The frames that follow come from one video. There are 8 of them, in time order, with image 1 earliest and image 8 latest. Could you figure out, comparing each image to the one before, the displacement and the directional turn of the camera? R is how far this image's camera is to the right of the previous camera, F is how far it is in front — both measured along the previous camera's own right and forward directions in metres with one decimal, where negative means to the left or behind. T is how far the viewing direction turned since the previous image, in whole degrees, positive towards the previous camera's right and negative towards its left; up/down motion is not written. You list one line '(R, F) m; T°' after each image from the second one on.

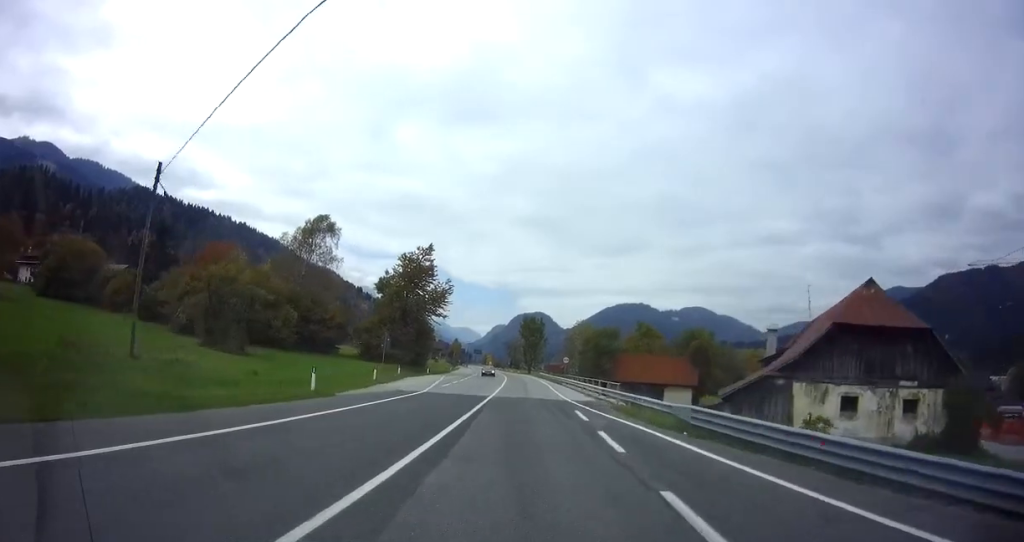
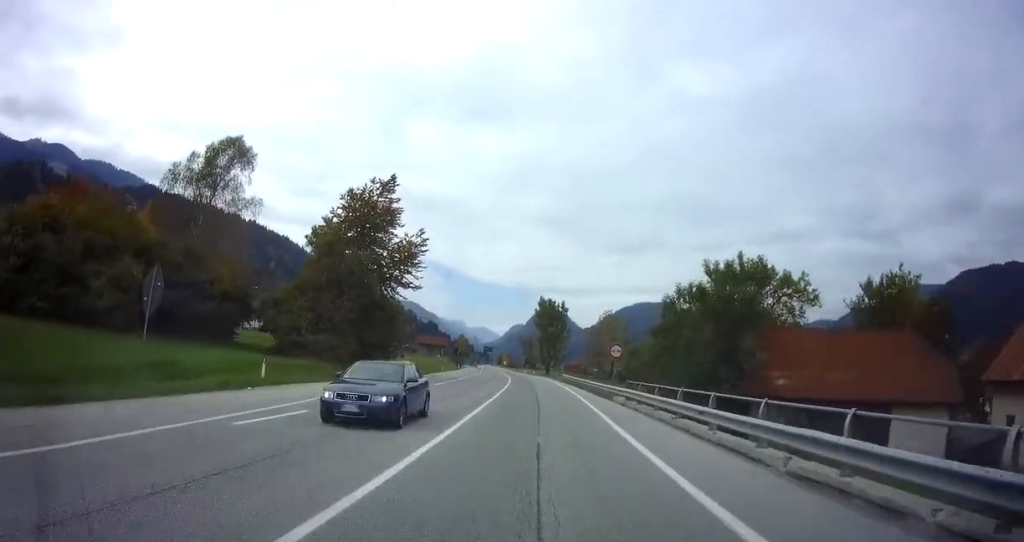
(-0.1, +27.2) m; 0°
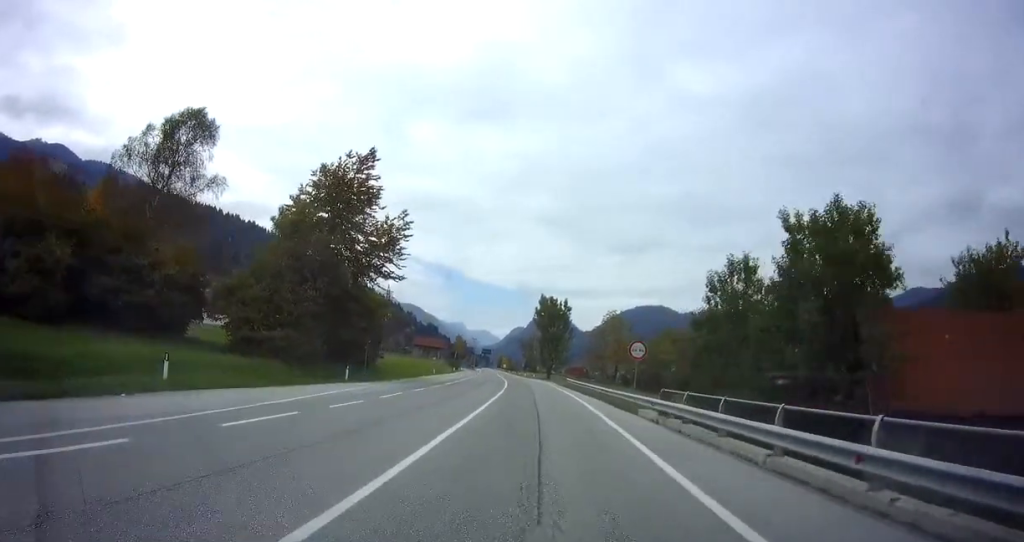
(0.0, +6.7) m; 0°
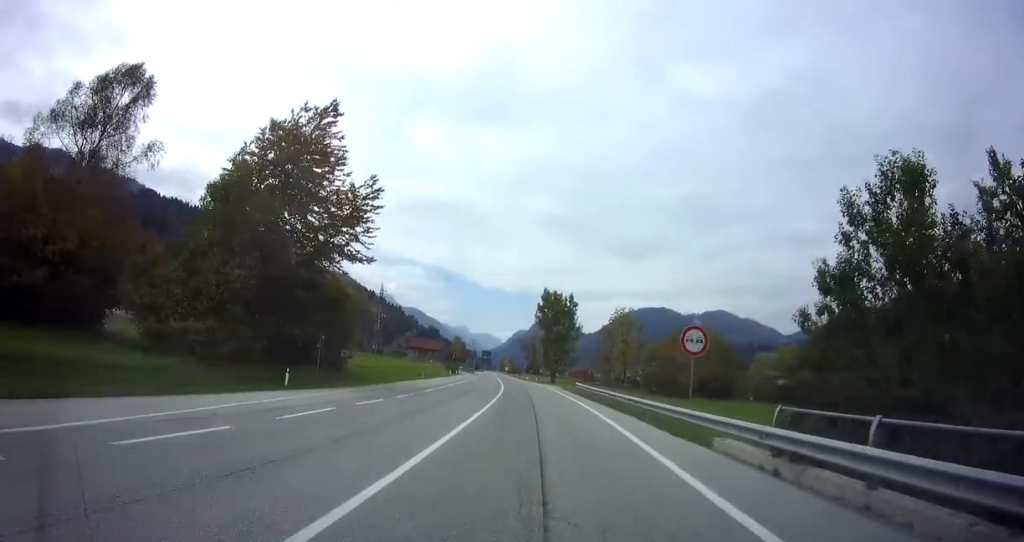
(0.0, +9.3) m; -1°
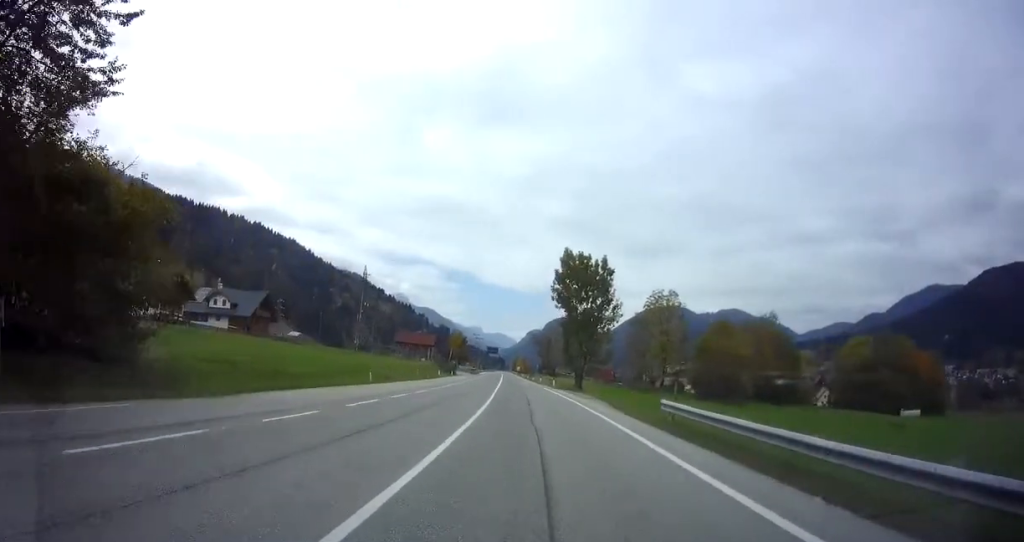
(-0.5, +24.9) m; -2°
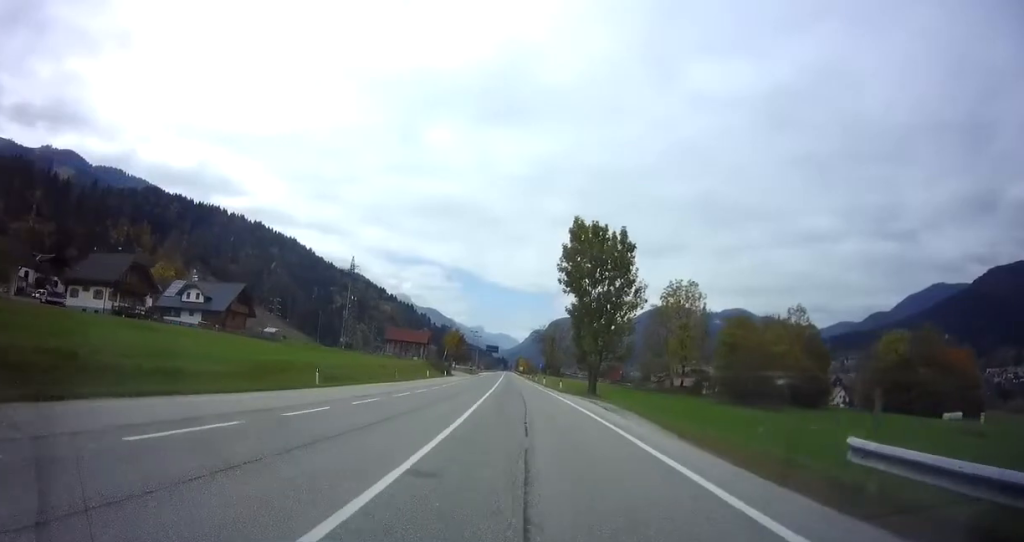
(0.0, +10.4) m; 0°
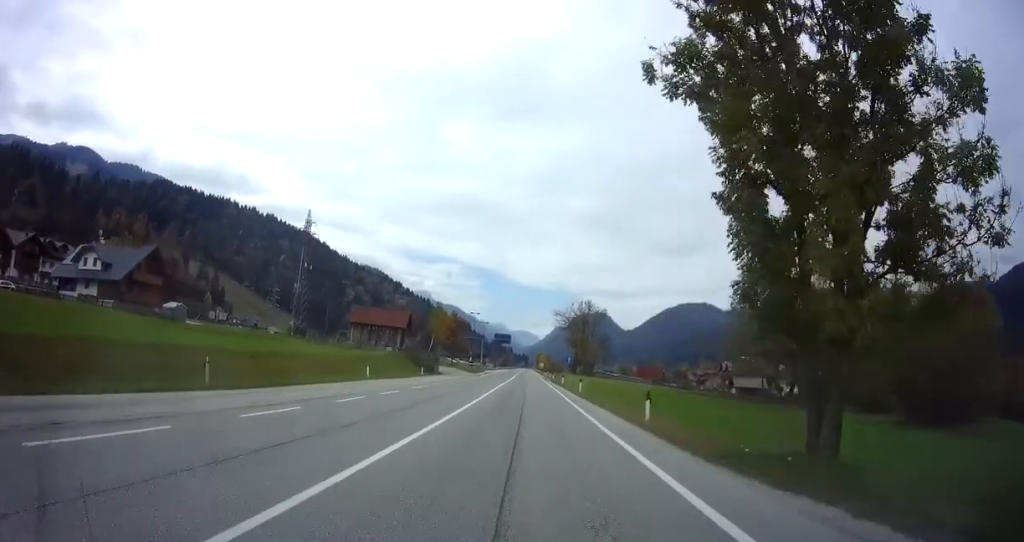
(0.0, +31.8) m; -1°
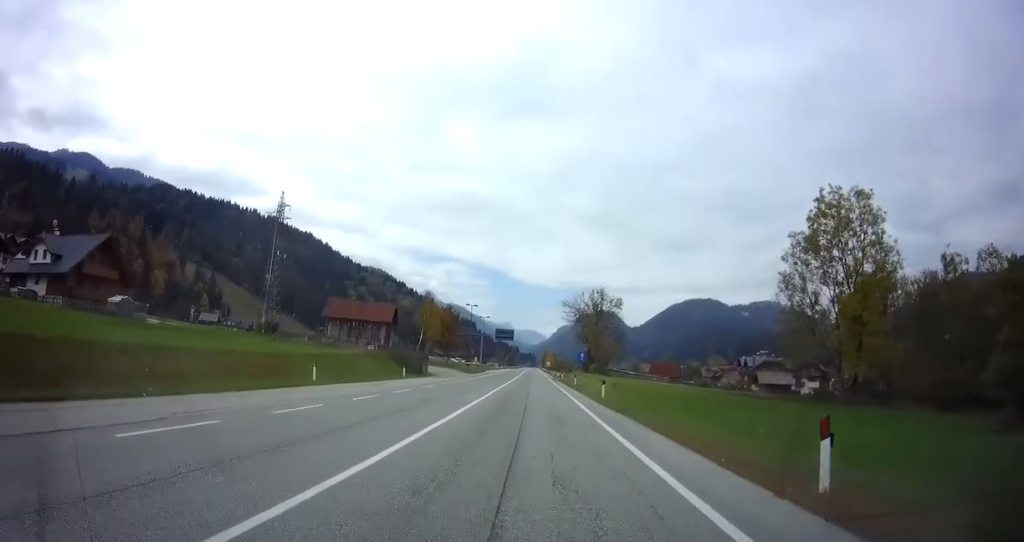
(-0.1, +10.2) m; -1°
